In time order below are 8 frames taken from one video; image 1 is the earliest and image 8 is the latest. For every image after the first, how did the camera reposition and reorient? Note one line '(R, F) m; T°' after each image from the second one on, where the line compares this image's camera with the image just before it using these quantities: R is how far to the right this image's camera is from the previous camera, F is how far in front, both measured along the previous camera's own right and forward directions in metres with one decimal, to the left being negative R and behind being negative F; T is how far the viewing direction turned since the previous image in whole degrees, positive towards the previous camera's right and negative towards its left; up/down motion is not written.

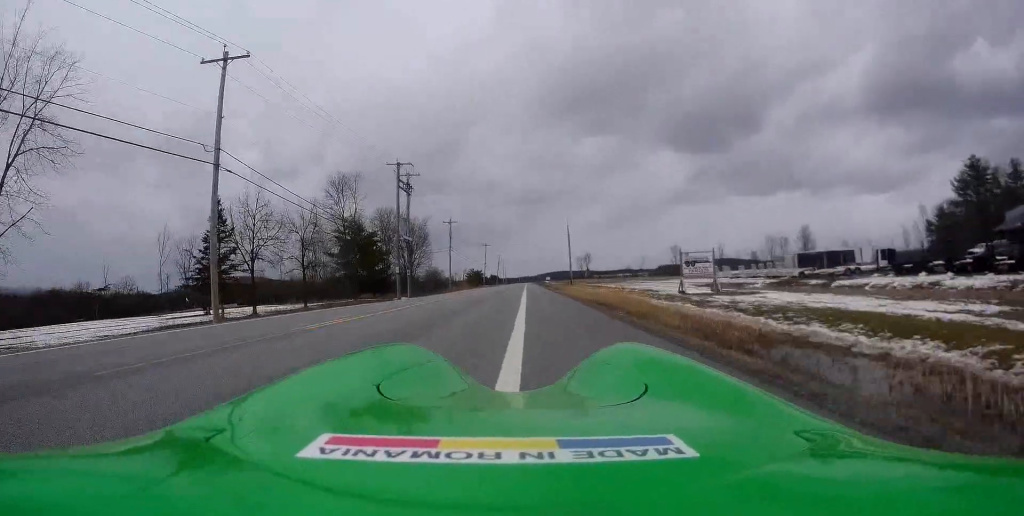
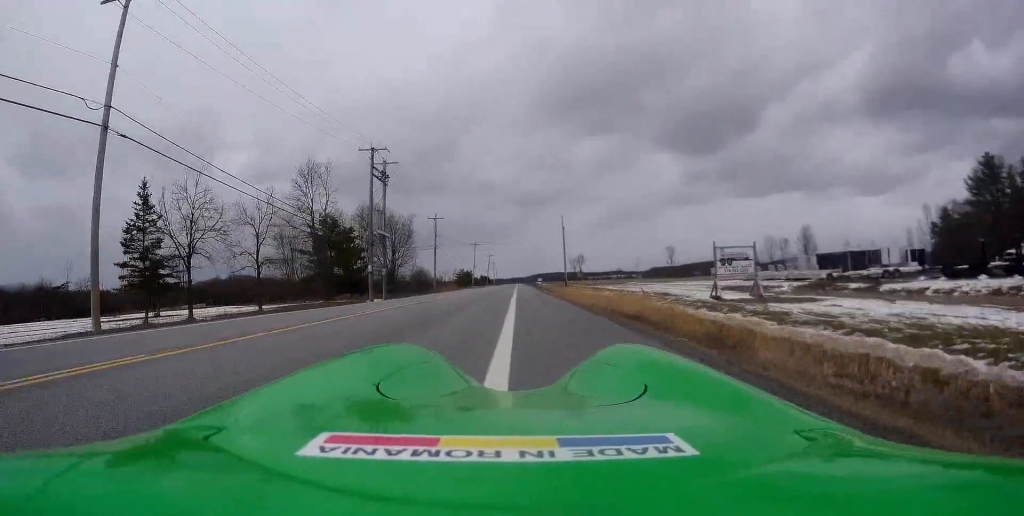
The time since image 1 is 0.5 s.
(+0.1, +7.1) m; -1°
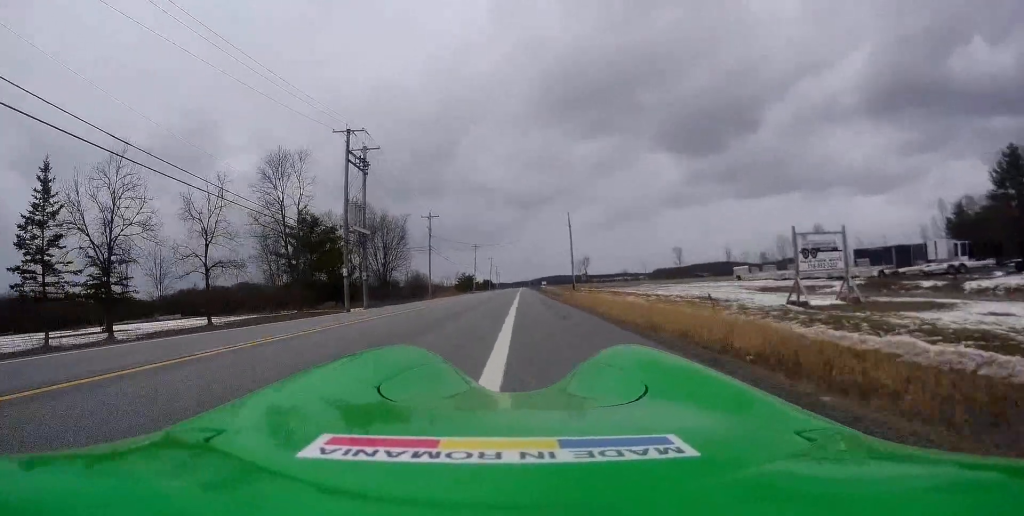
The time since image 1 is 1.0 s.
(-0.1, +7.7) m; -1°
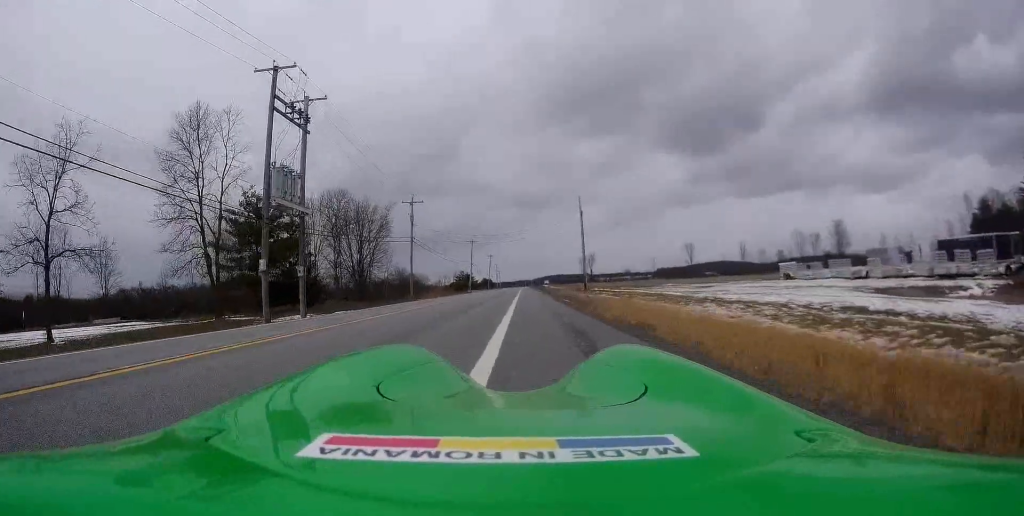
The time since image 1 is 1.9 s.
(-0.2, +14.1) m; -1°
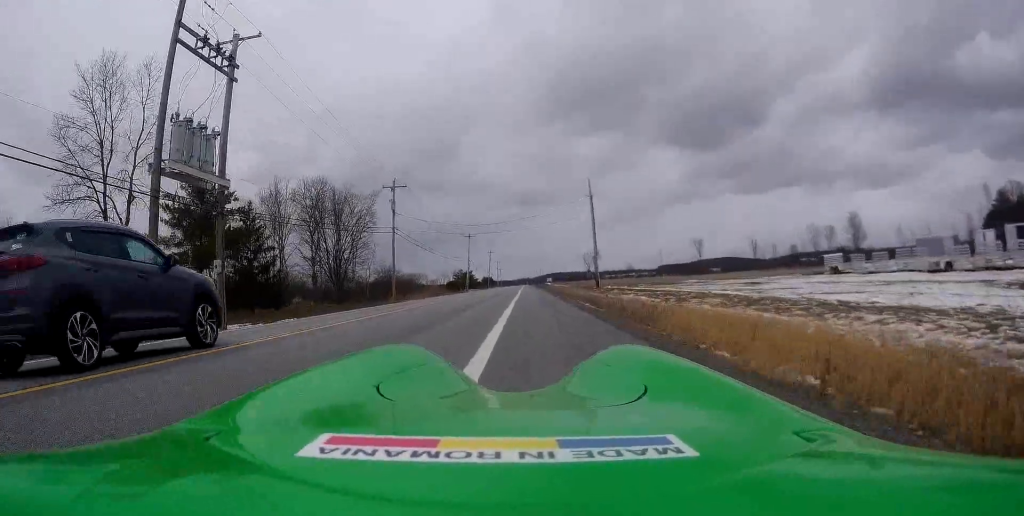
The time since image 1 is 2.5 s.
(0.0, +9.6) m; +1°
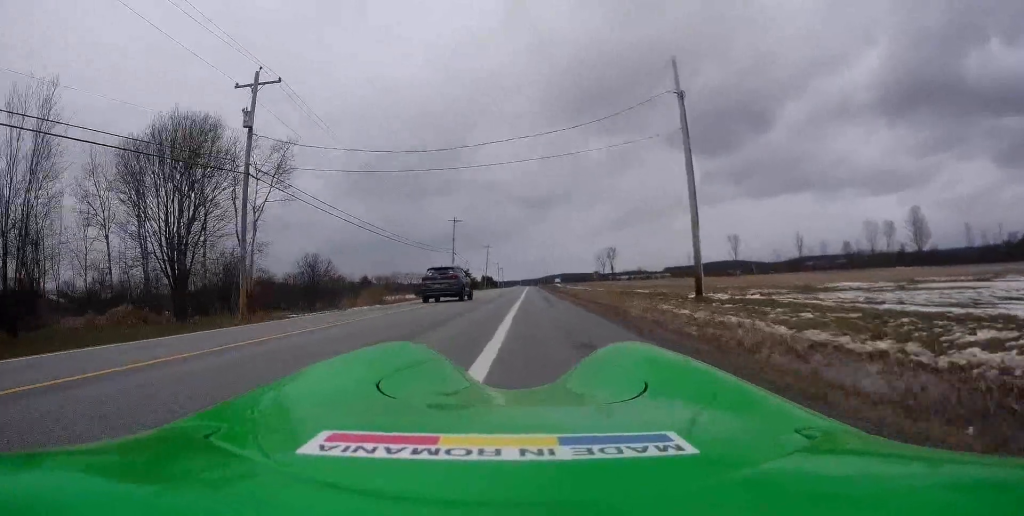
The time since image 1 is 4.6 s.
(+1.3, +31.5) m; +1°
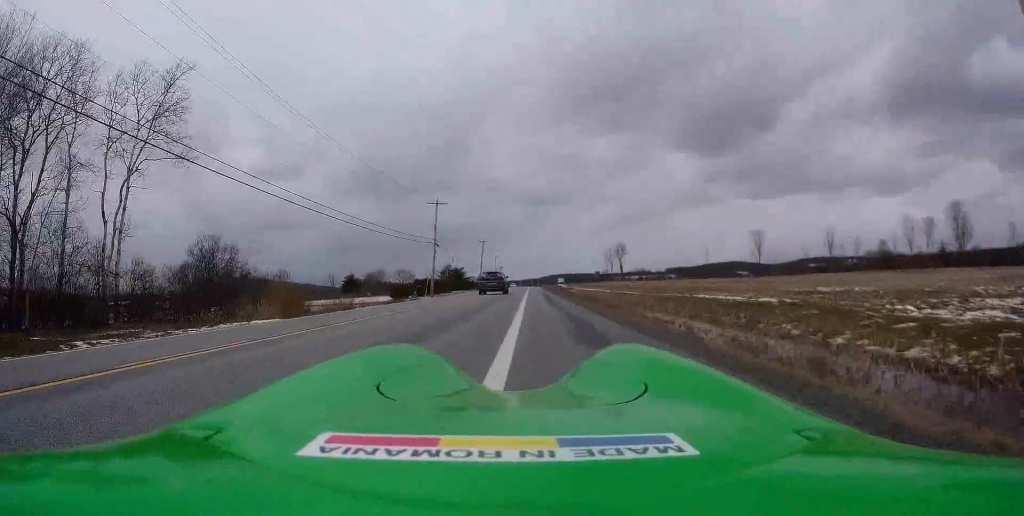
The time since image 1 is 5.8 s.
(-1.0, +18.6) m; -2°
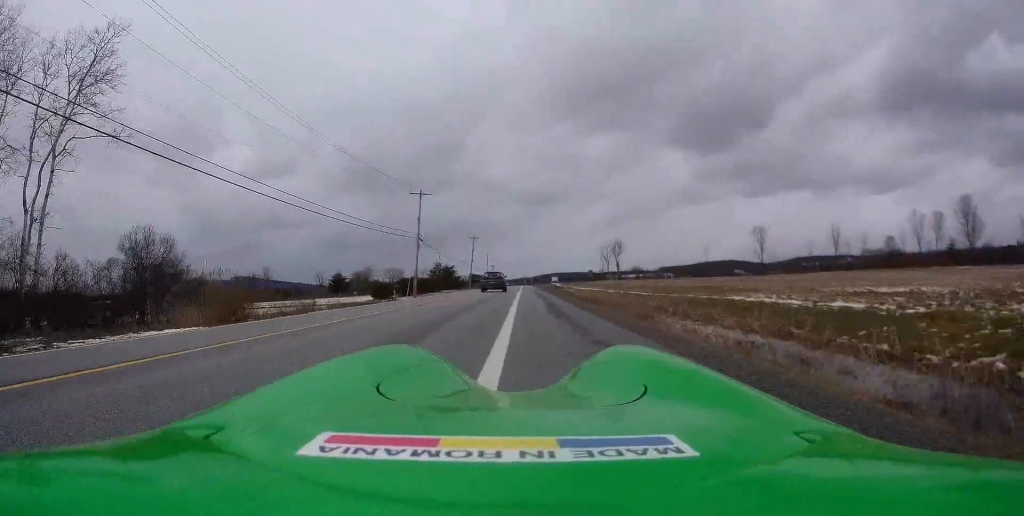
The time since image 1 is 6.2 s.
(+0.1, +6.2) m; +2°
